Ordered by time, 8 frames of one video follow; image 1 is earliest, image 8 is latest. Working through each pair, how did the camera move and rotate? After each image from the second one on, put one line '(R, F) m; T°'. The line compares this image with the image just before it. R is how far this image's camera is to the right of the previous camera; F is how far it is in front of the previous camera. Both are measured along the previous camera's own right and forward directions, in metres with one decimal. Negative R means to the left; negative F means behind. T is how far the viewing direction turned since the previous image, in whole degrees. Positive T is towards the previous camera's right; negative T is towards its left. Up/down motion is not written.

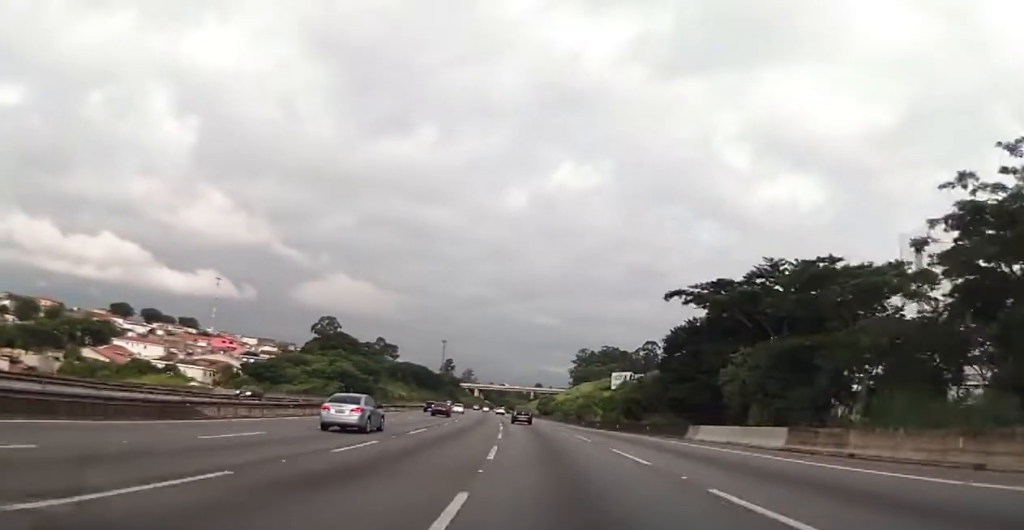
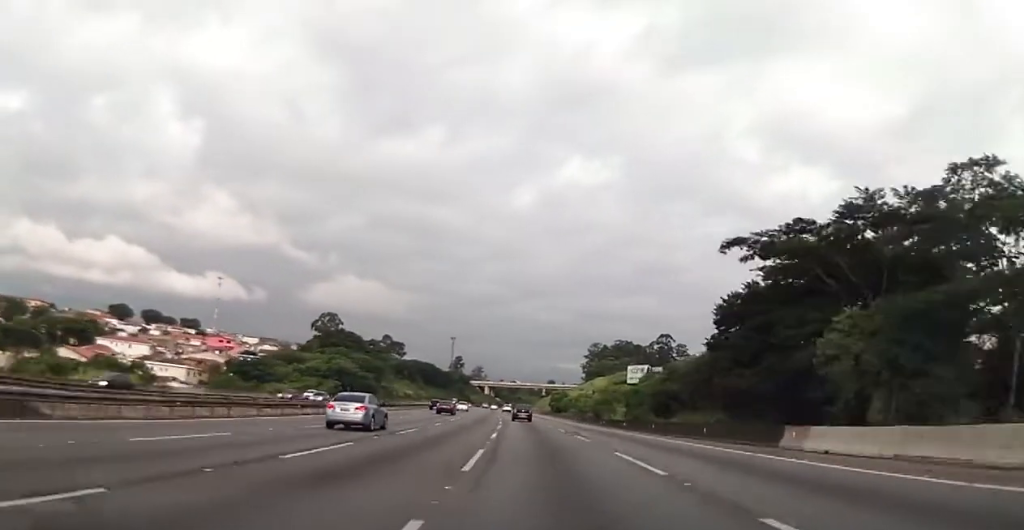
(-0.2, +14.4) m; -1°
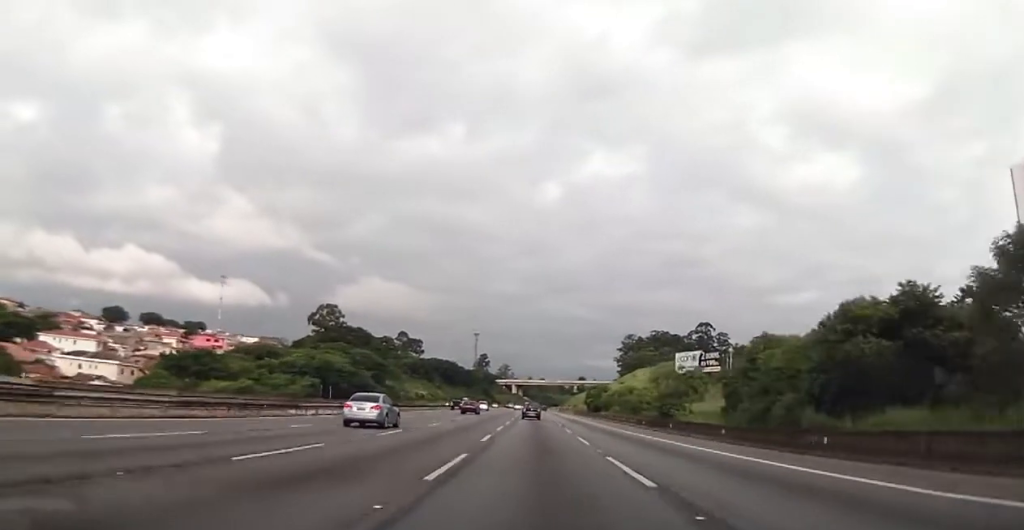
(-0.7, +38.7) m; -2°
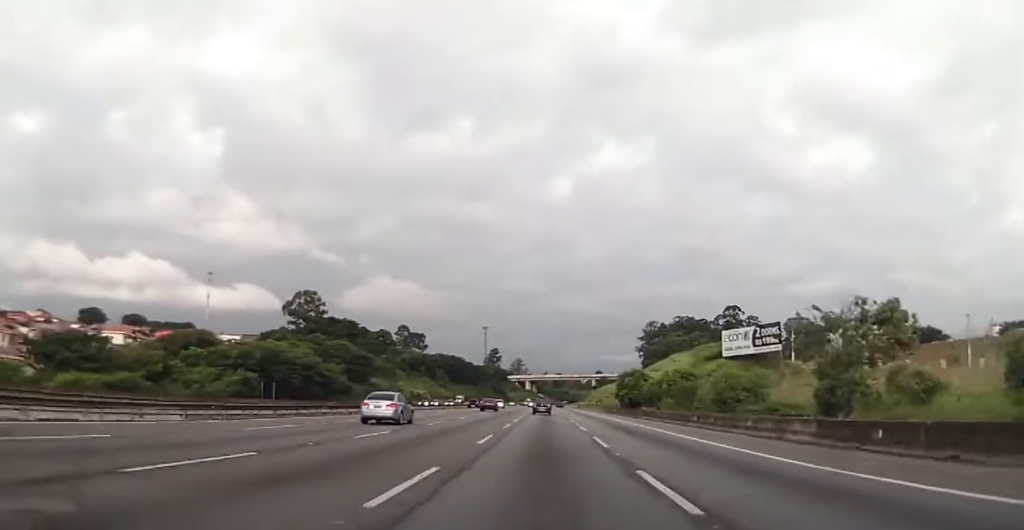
(-0.8, +39.2) m; -2°
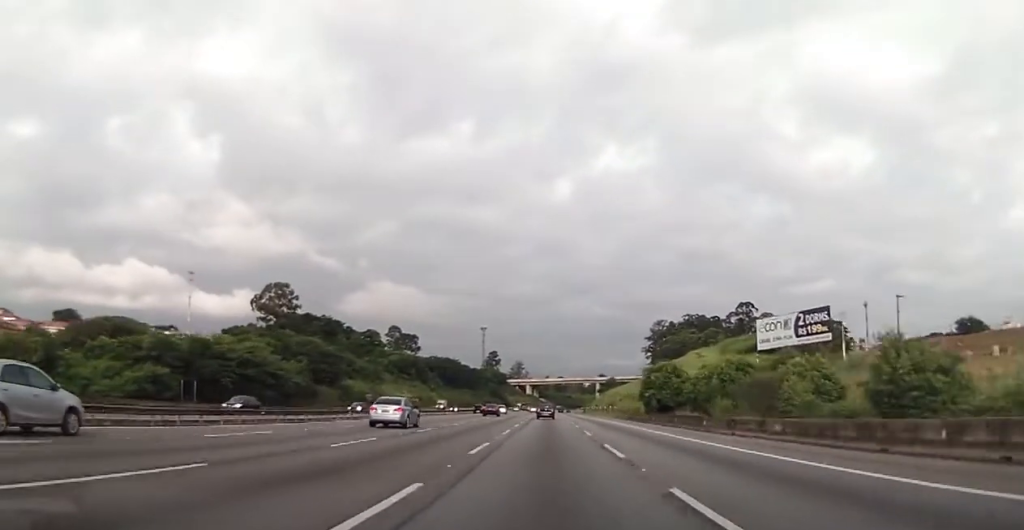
(-0.2, +26.7) m; 0°
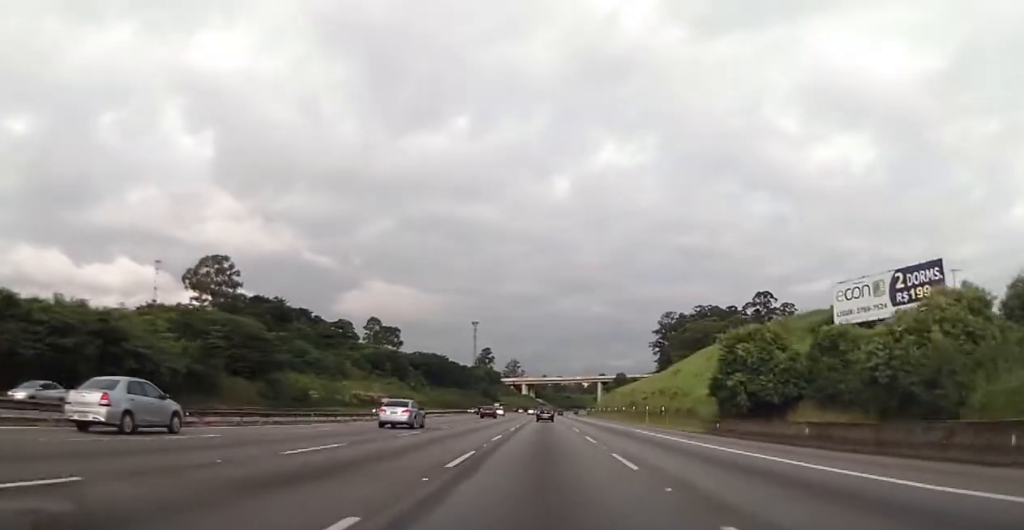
(-0.2, +39.7) m; -1°
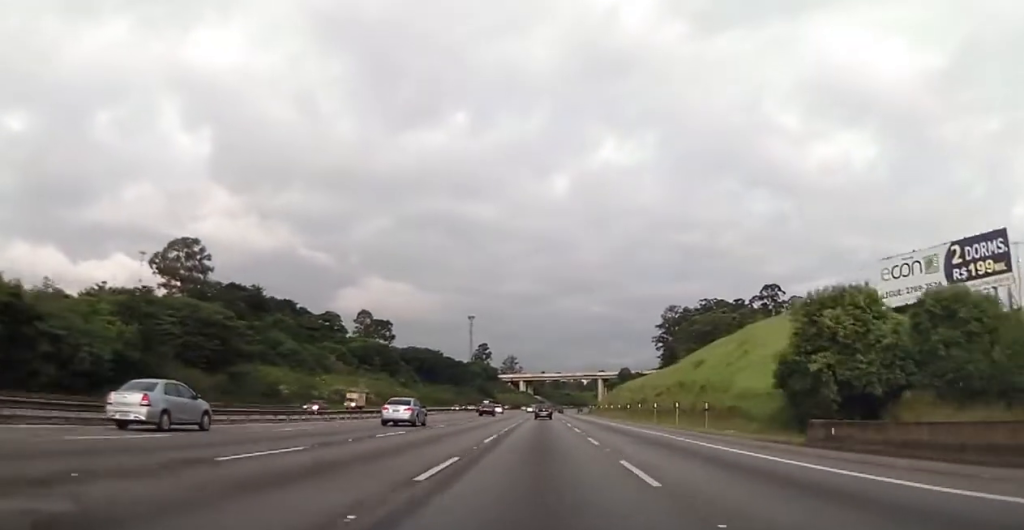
(-0.3, +14.9) m; 0°
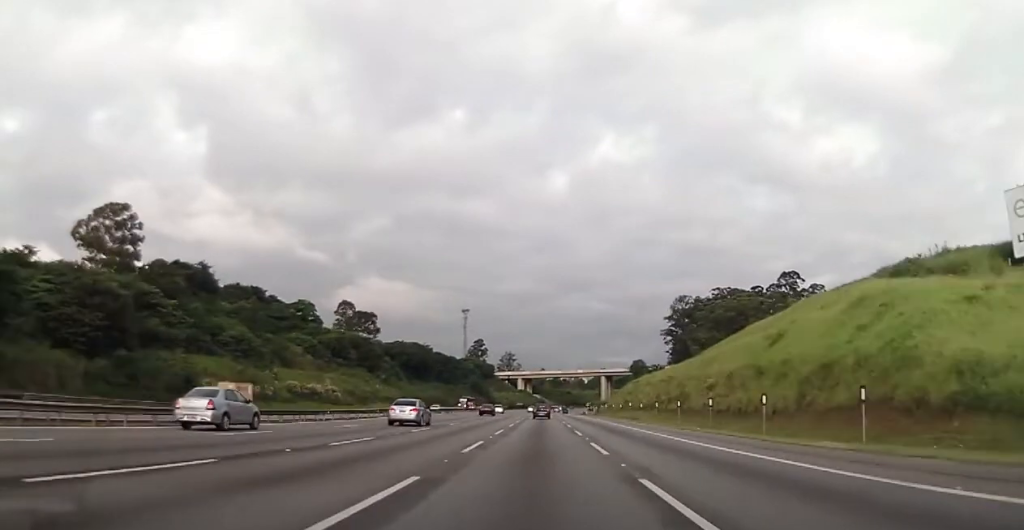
(+0.2, +28.9) m; +1°
